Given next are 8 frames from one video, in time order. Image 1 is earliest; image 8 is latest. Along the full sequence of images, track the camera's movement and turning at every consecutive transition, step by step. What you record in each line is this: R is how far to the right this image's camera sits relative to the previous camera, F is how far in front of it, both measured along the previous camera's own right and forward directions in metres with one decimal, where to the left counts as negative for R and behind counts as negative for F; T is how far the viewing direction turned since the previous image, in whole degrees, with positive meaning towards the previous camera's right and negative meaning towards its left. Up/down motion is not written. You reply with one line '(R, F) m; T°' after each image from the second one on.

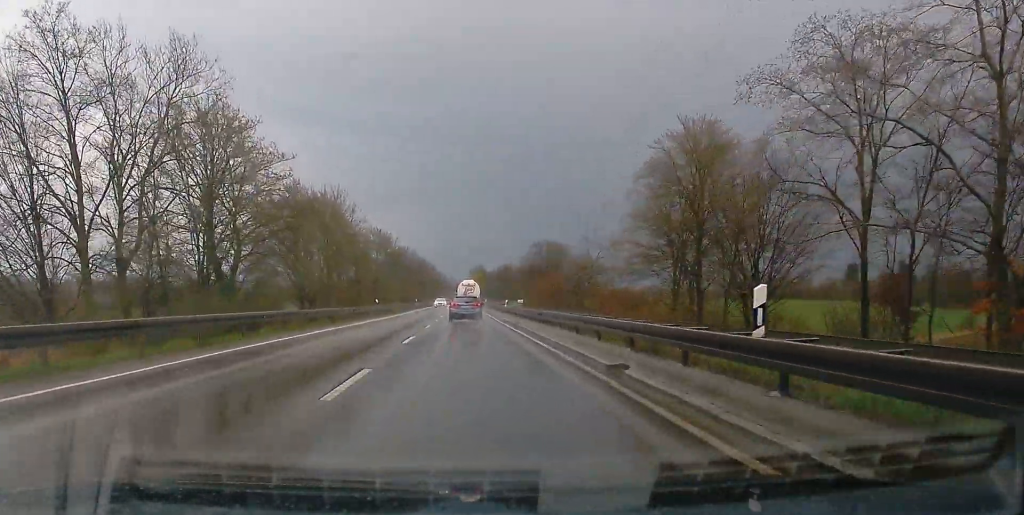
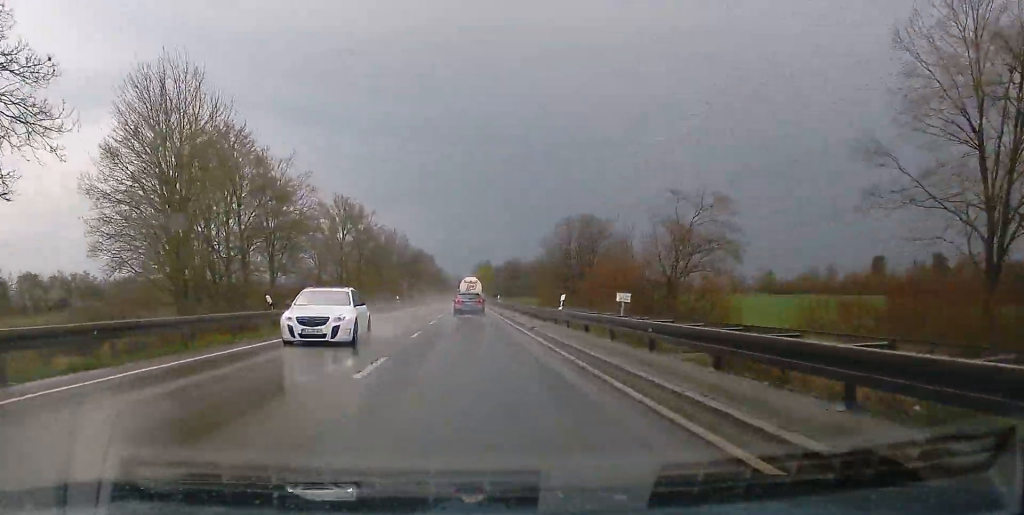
(-0.6, +34.0) m; -1°
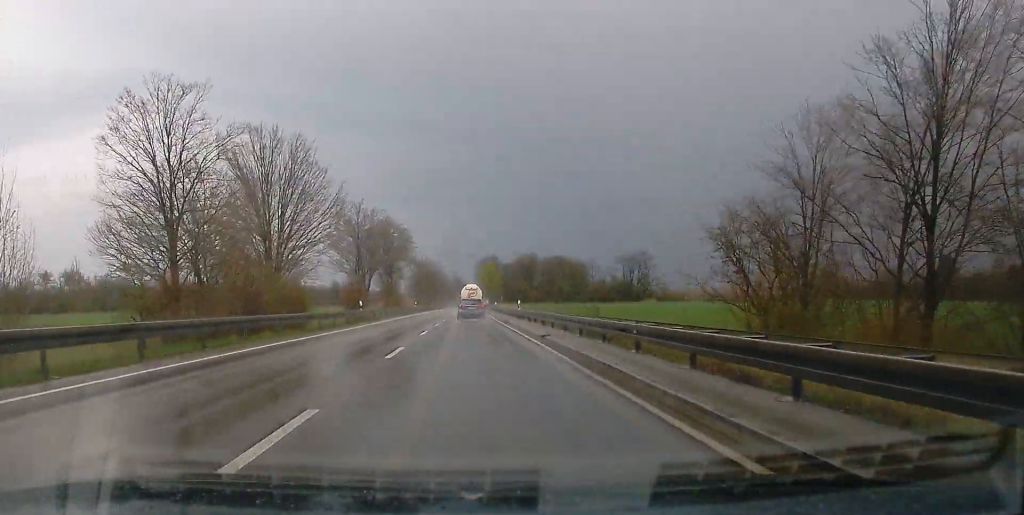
(+0.1, +82.1) m; 0°
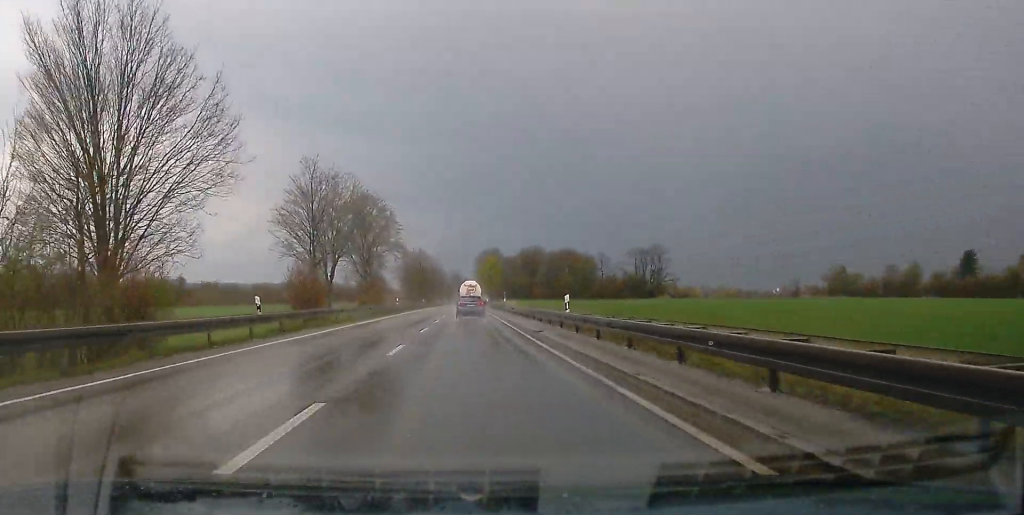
(+0.1, +22.2) m; 0°
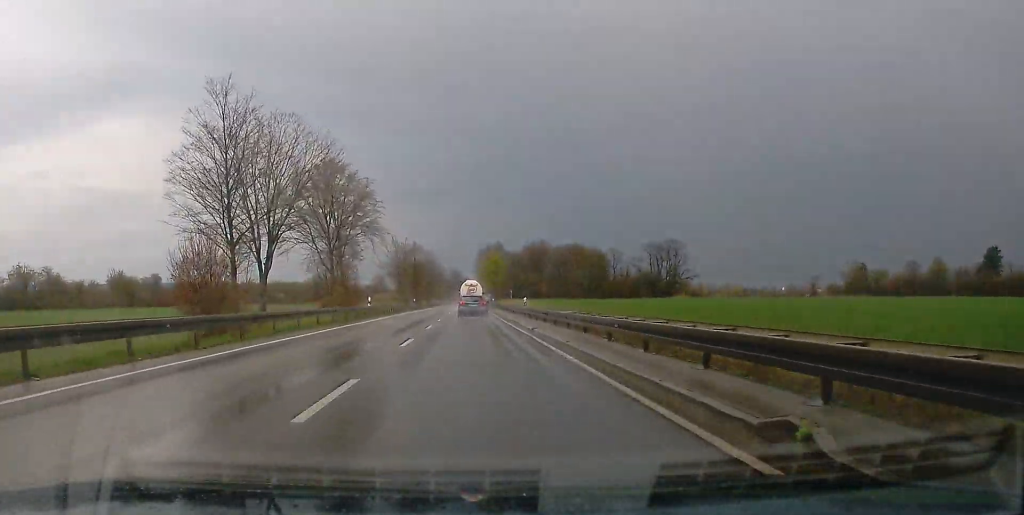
(+0.1, +20.3) m; 0°
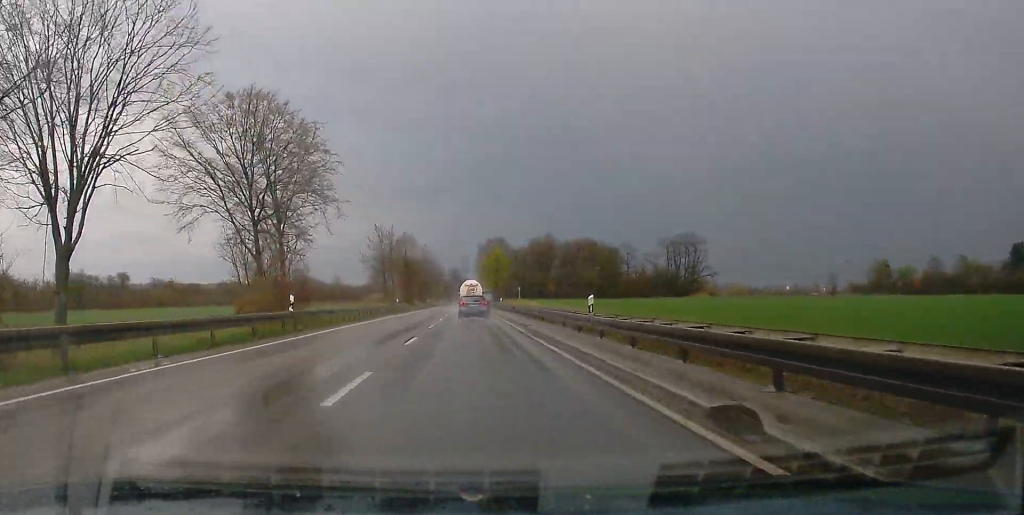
(-0.1, +21.0) m; 0°
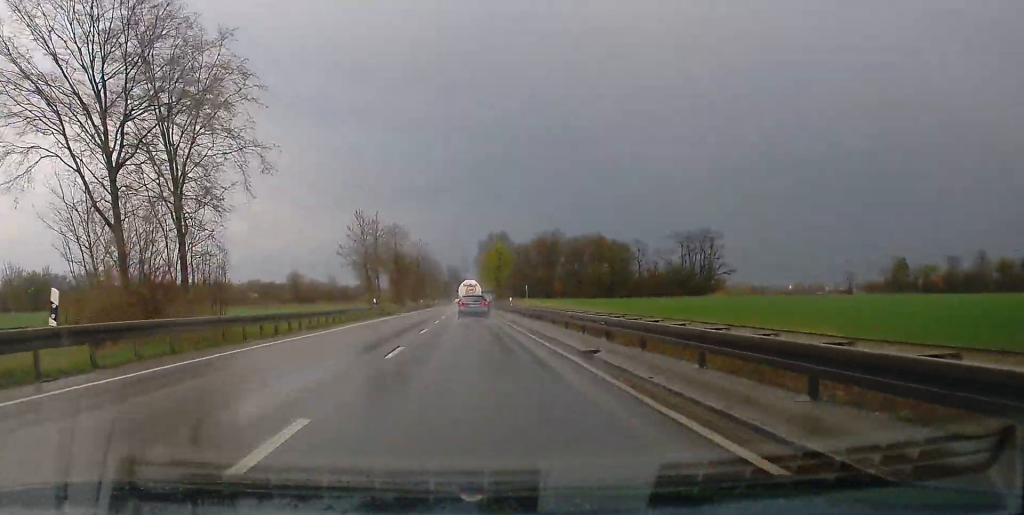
(-0.1, +16.0) m; 0°
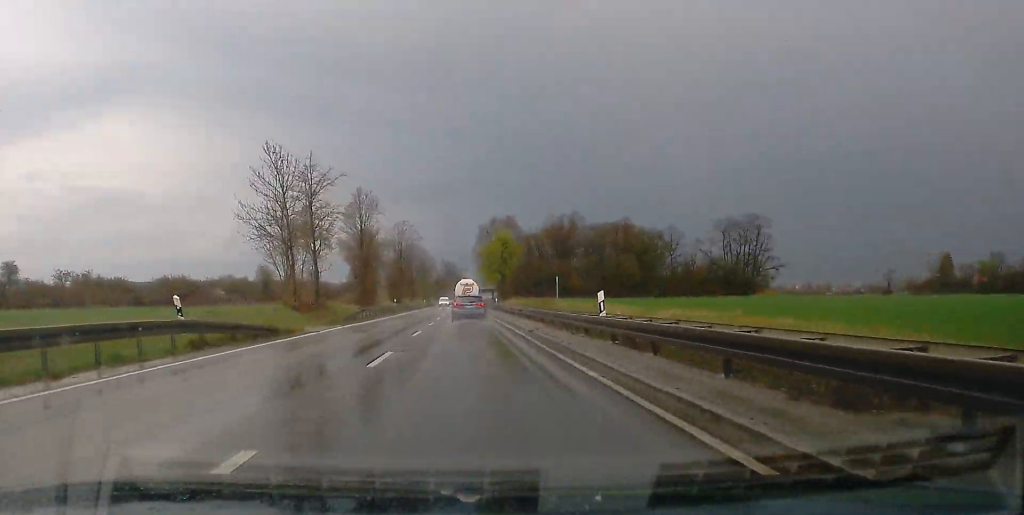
(+0.4, +35.9) m; 0°
